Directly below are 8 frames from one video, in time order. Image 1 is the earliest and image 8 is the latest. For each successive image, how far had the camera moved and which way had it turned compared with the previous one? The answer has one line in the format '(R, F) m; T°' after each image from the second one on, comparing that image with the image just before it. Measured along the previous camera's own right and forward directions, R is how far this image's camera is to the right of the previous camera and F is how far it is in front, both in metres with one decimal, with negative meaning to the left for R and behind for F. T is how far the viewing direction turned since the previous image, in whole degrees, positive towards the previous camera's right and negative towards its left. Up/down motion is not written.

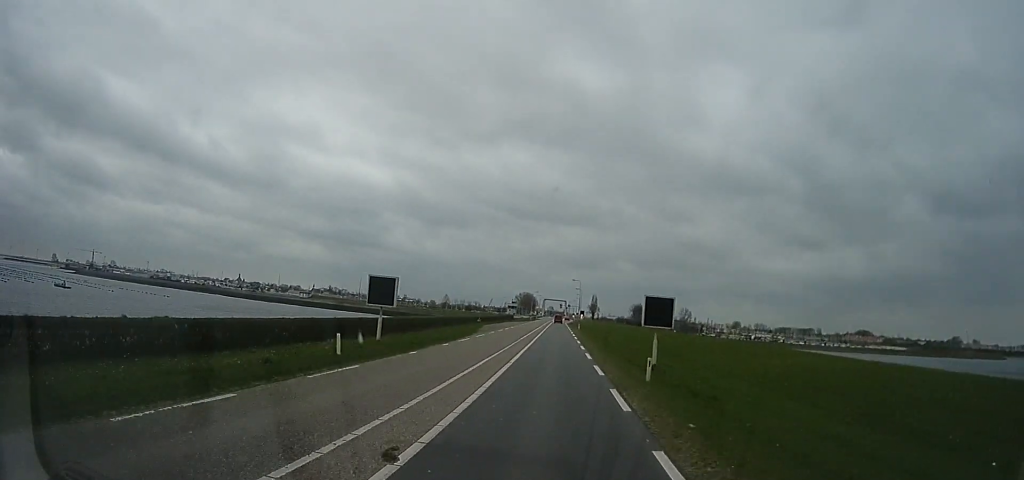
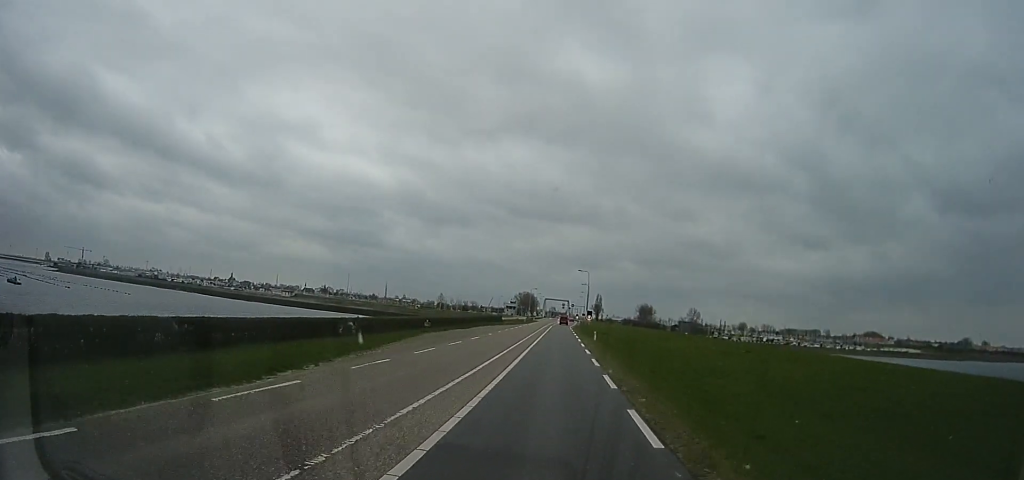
(-0.5, +27.5) m; -1°
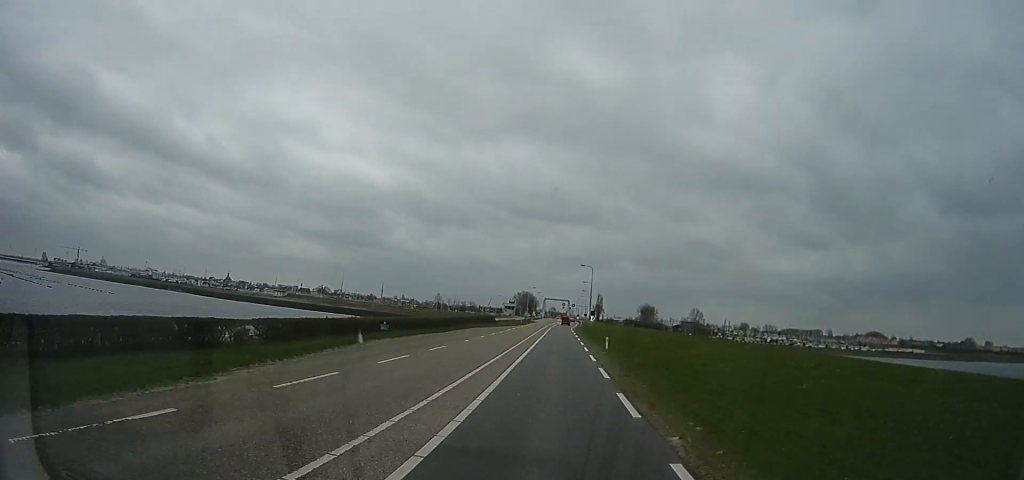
(0.0, +9.9) m; 0°
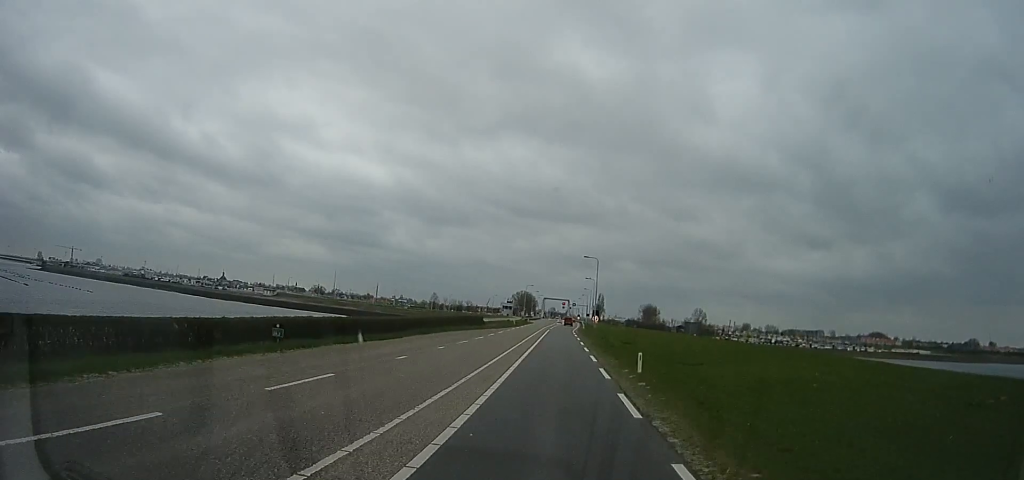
(0.0, +12.1) m; 0°
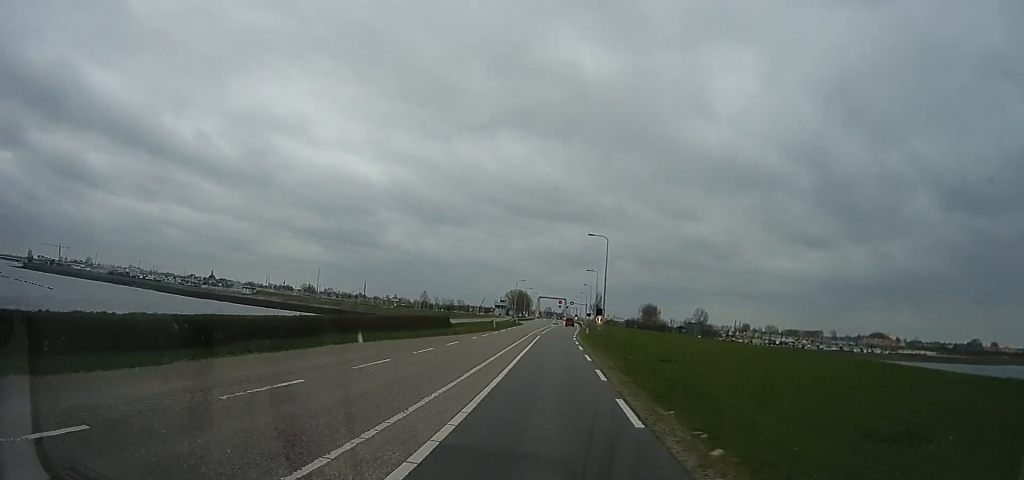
(0.0, +18.8) m; 0°
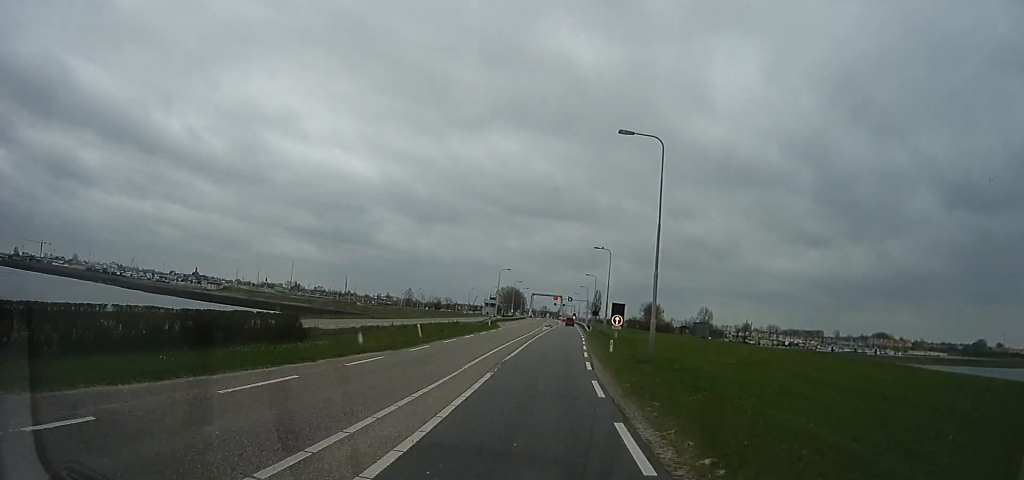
(0.0, +28.9) m; +1°
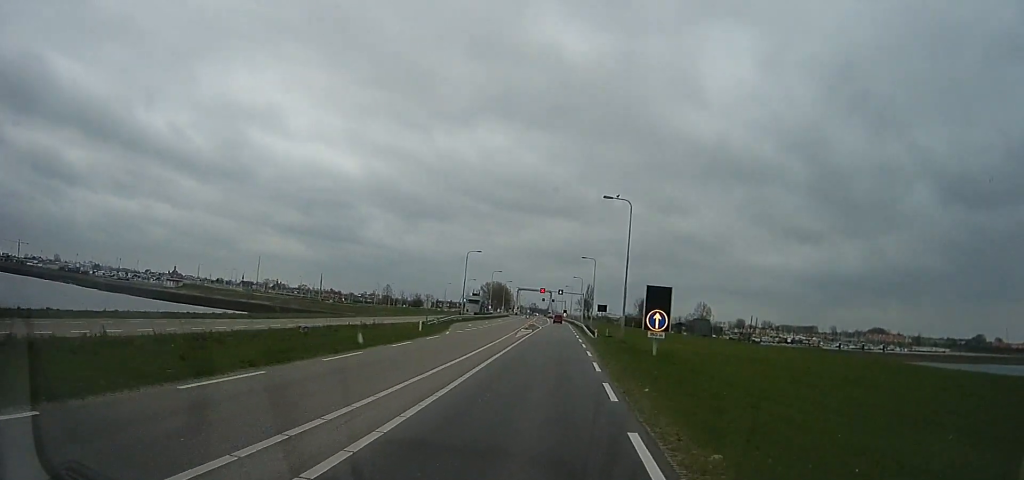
(+0.6, +24.7) m; +2°
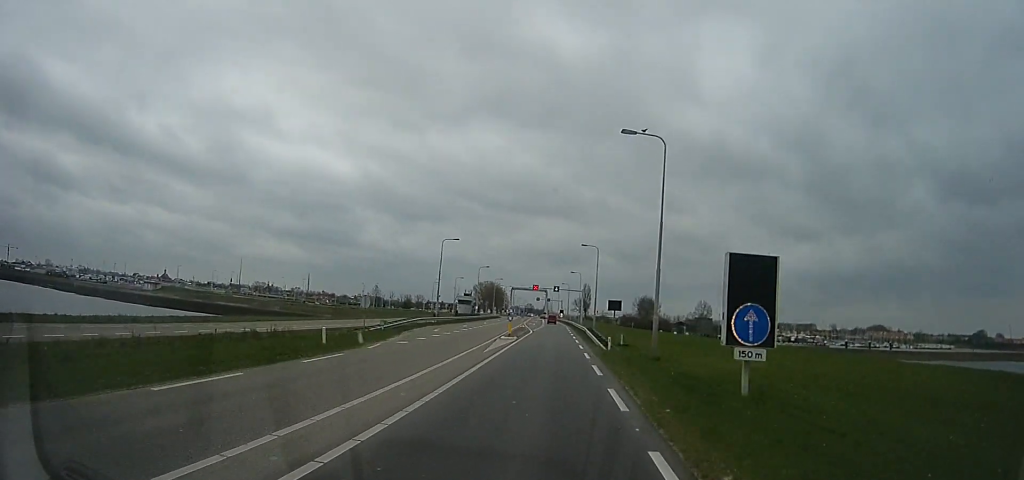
(+0.5, +13.1) m; 0°
